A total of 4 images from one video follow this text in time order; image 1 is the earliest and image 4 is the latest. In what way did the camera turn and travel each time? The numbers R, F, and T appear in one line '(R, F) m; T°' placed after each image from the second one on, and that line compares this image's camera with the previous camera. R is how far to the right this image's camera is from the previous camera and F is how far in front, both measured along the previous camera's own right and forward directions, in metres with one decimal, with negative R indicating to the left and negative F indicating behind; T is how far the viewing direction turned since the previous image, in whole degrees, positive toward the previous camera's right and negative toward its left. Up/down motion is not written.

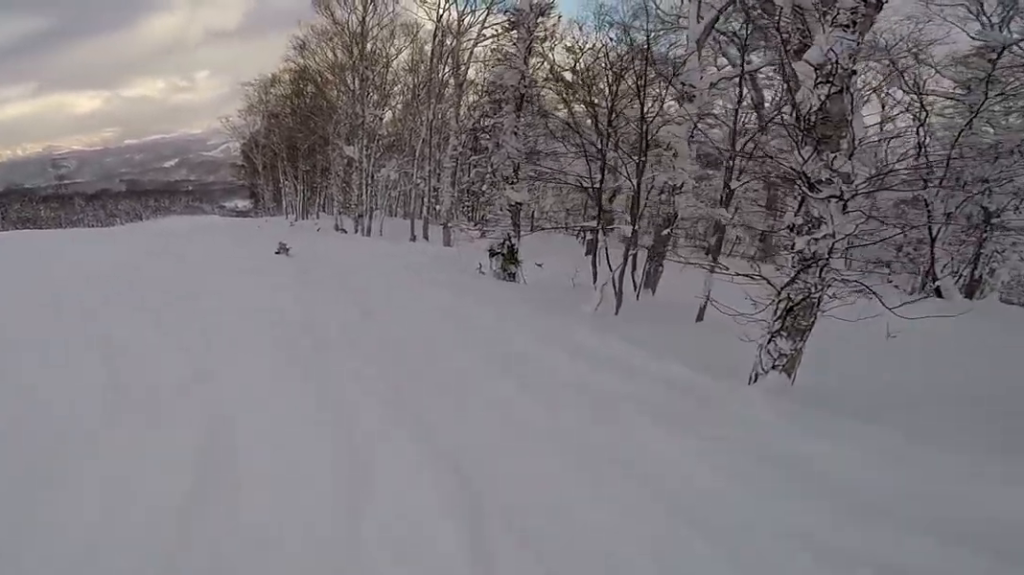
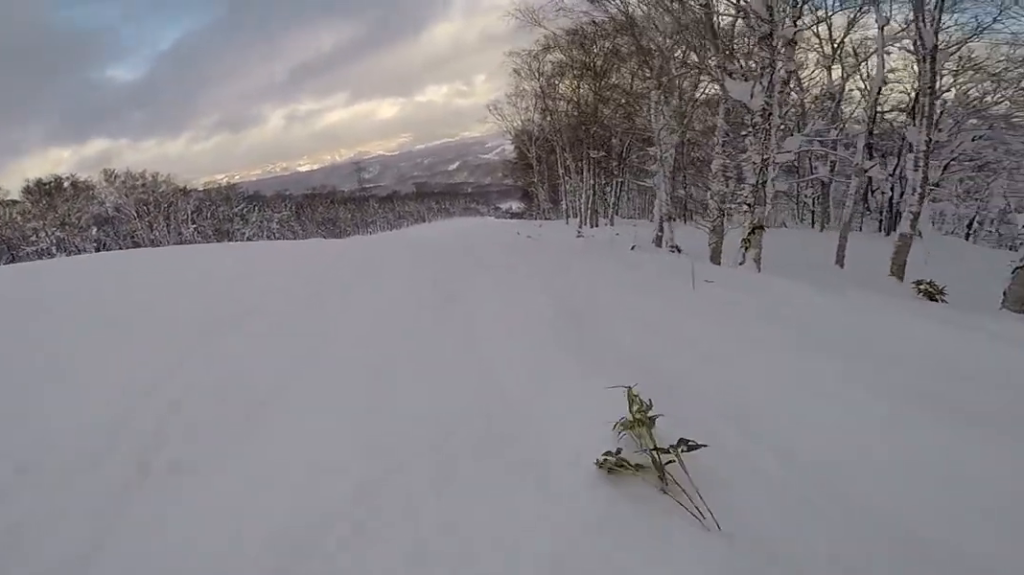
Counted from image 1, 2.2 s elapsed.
(-4.1, +10.3) m; -10°
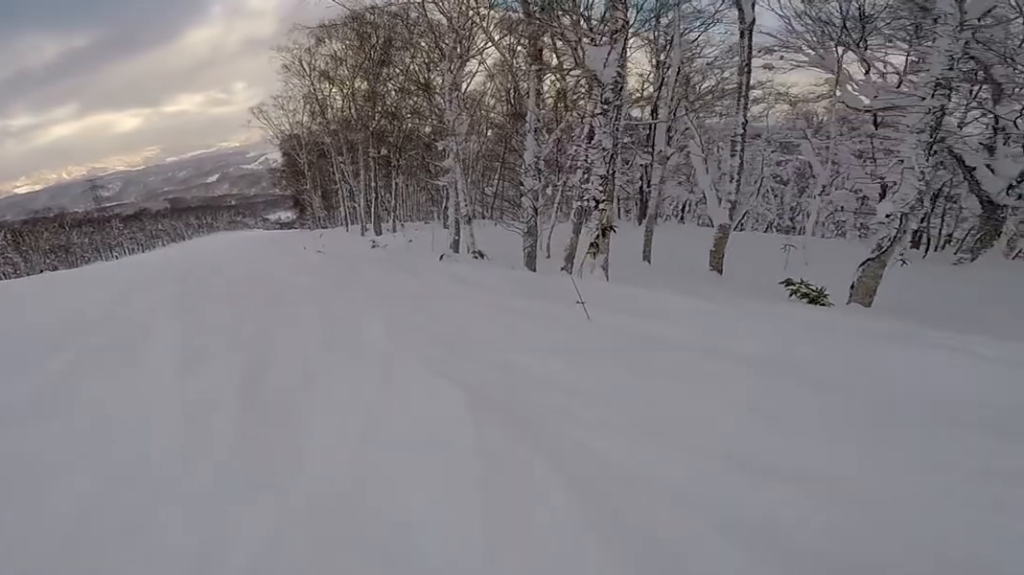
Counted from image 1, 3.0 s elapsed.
(+0.6, +3.6) m; +12°
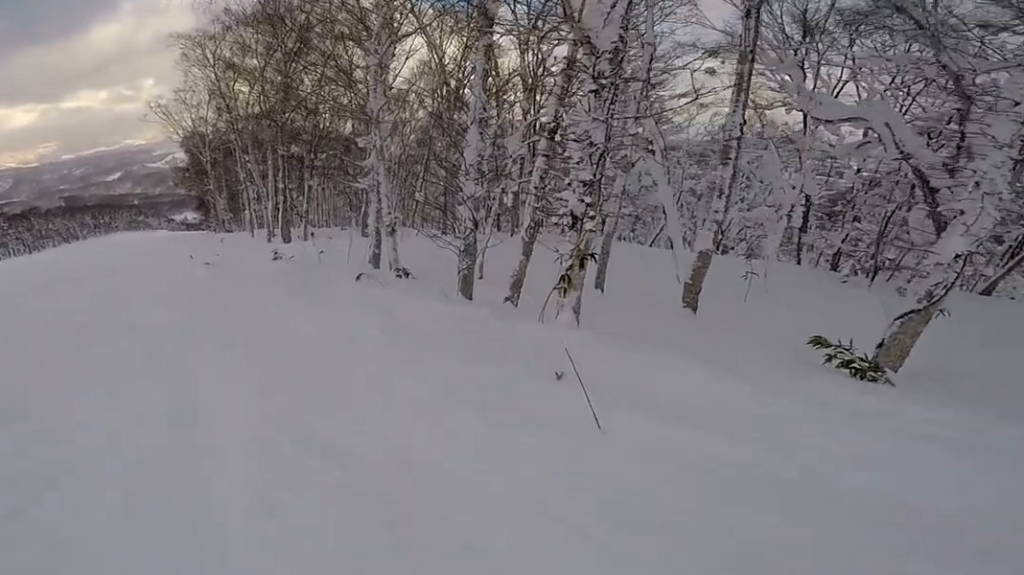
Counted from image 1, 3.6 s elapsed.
(+0.6, +2.8) m; 0°
